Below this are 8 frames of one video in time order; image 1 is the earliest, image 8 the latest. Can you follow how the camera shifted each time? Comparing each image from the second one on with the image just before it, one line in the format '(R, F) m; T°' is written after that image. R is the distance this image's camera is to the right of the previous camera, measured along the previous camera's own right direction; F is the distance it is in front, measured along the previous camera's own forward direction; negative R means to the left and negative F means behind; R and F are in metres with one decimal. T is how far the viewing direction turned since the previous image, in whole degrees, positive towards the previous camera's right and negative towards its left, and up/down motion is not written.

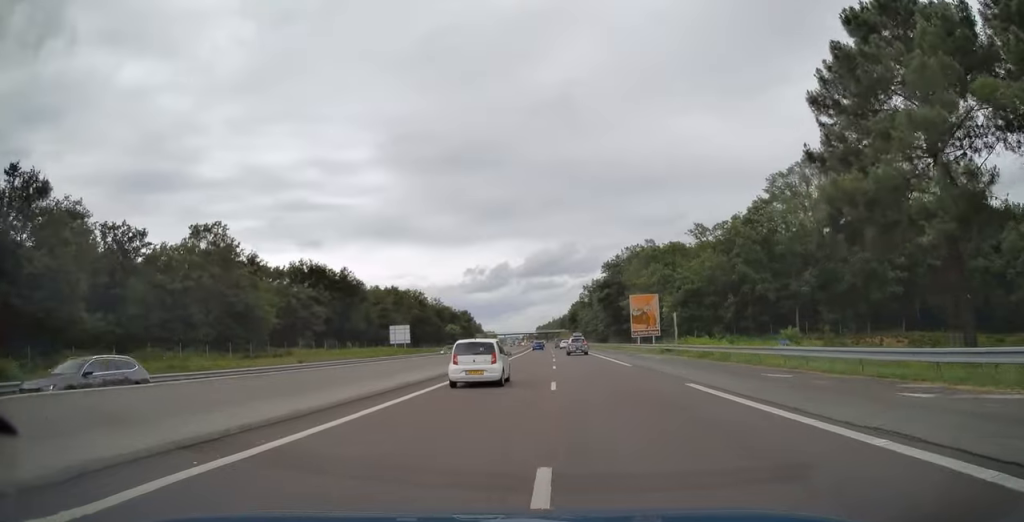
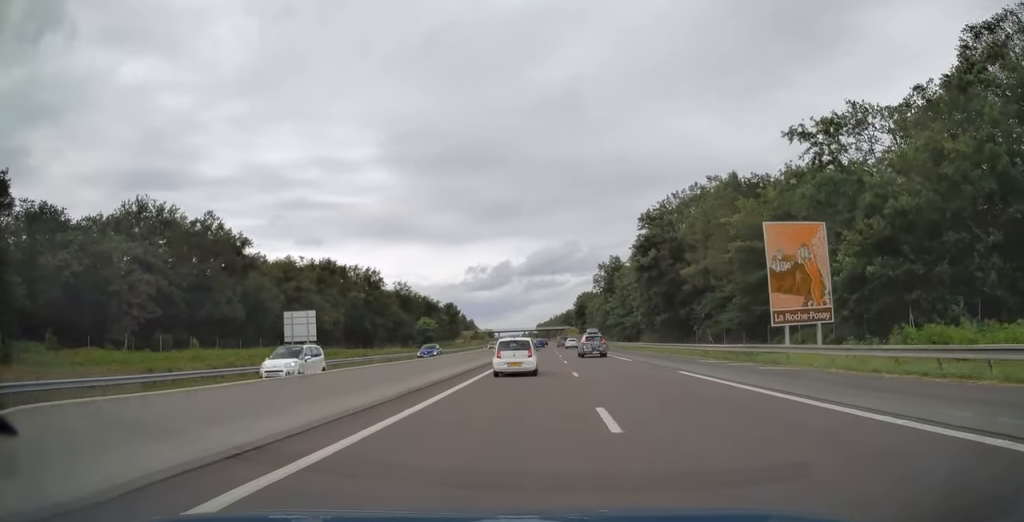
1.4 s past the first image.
(-0.3, +47.0) m; 0°
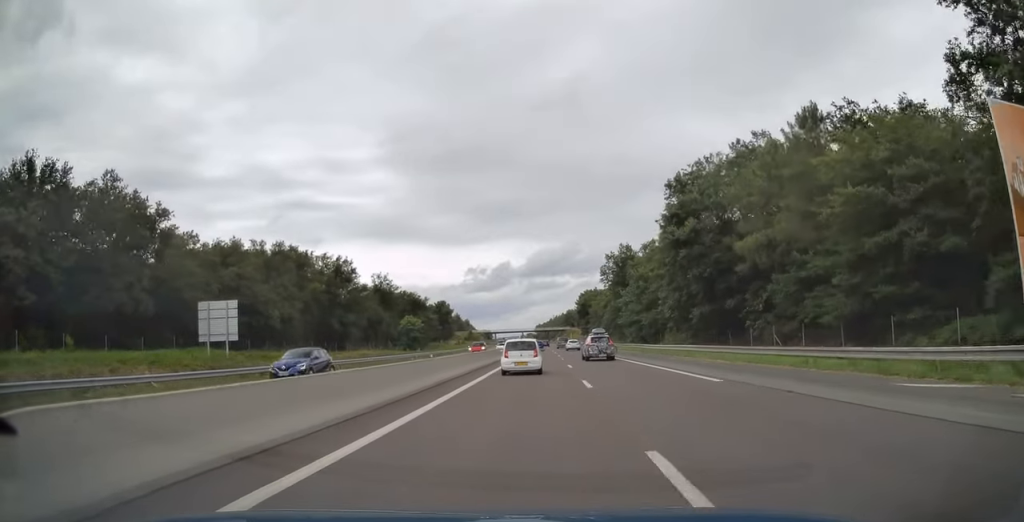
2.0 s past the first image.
(+0.1, +17.7) m; 0°
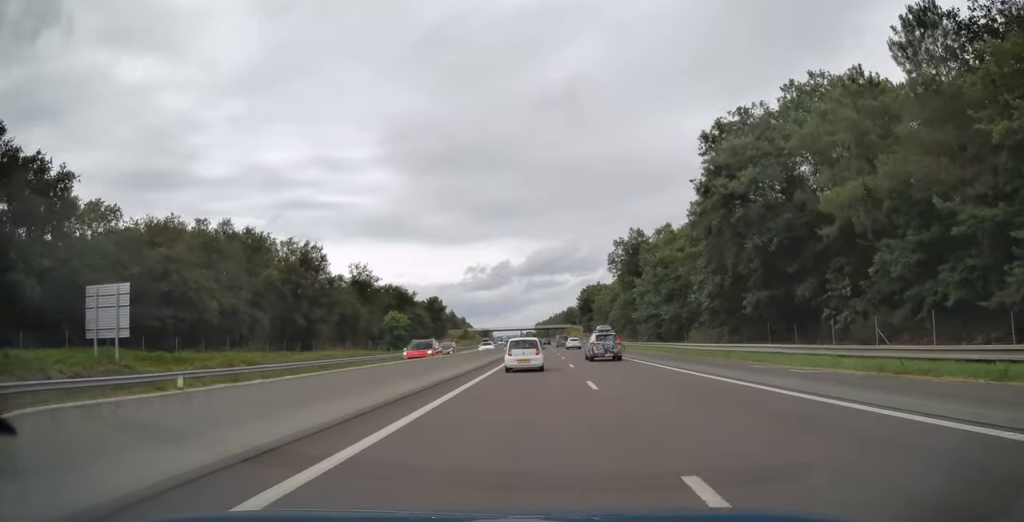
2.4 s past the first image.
(0.0, +14.4) m; 0°
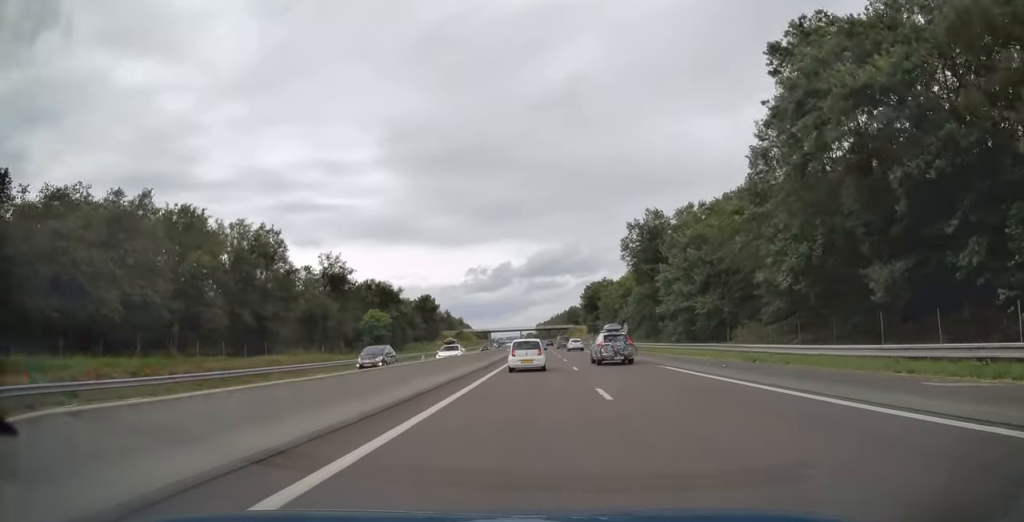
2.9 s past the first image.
(0.0, +15.6) m; 0°
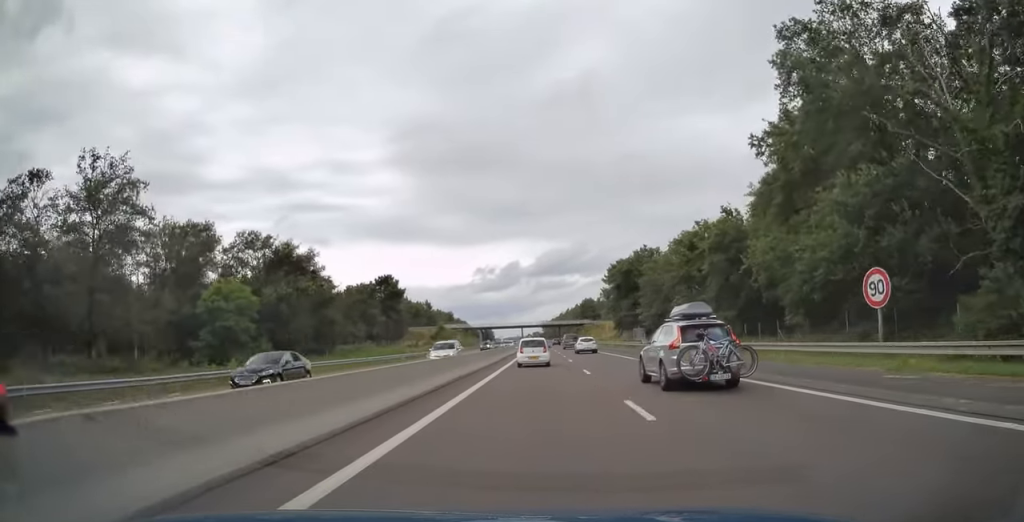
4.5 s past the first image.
(-0.1, +55.6) m; 0°
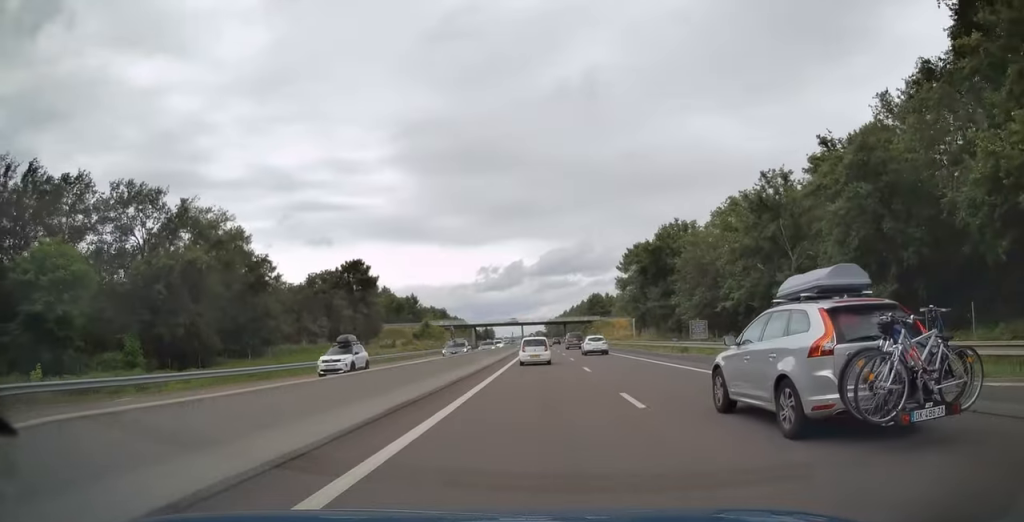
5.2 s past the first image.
(-0.1, +24.5) m; 0°
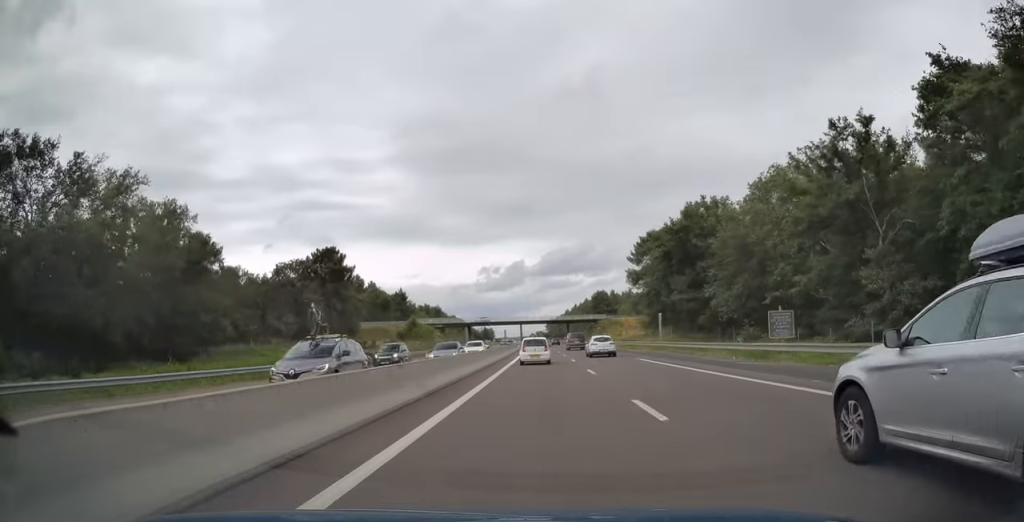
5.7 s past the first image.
(0.0, +14.9) m; 0°
